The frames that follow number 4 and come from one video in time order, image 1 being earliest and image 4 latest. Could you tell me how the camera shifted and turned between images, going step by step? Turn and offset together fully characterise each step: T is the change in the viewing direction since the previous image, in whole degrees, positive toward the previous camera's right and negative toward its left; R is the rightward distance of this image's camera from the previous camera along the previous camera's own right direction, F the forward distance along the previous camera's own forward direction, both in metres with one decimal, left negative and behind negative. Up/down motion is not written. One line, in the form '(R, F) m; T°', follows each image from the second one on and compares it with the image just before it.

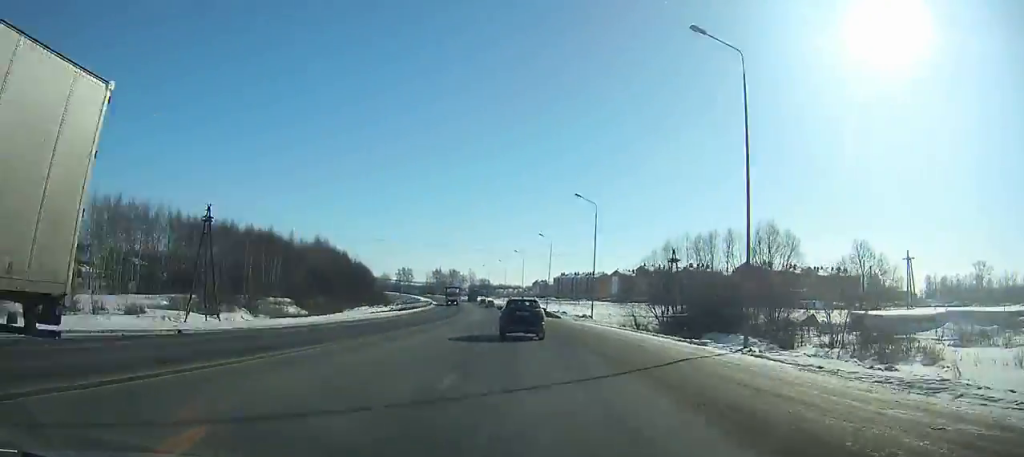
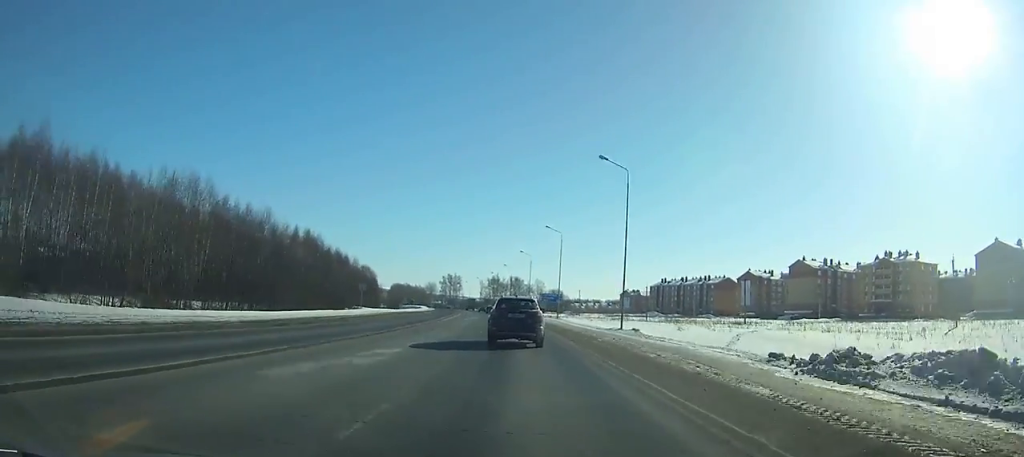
(-8.4, +119.9) m; -8°
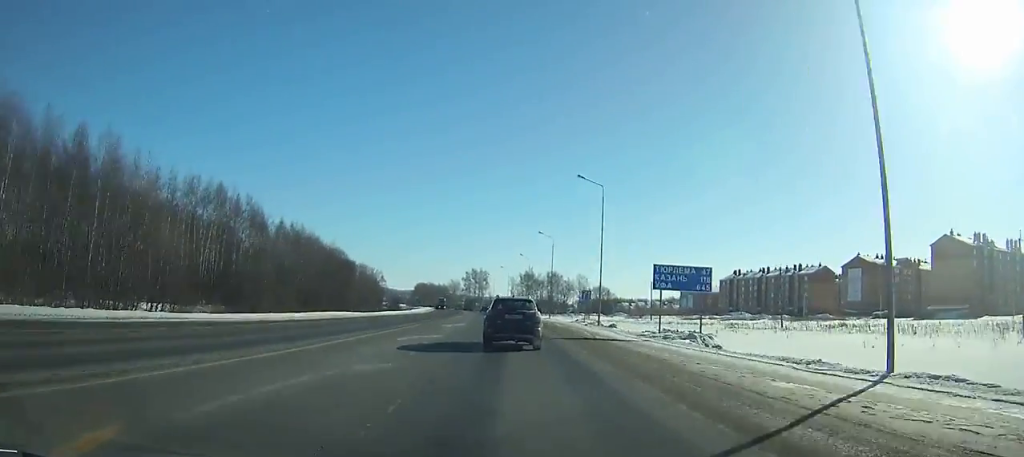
(-2.3, +64.7) m; -4°
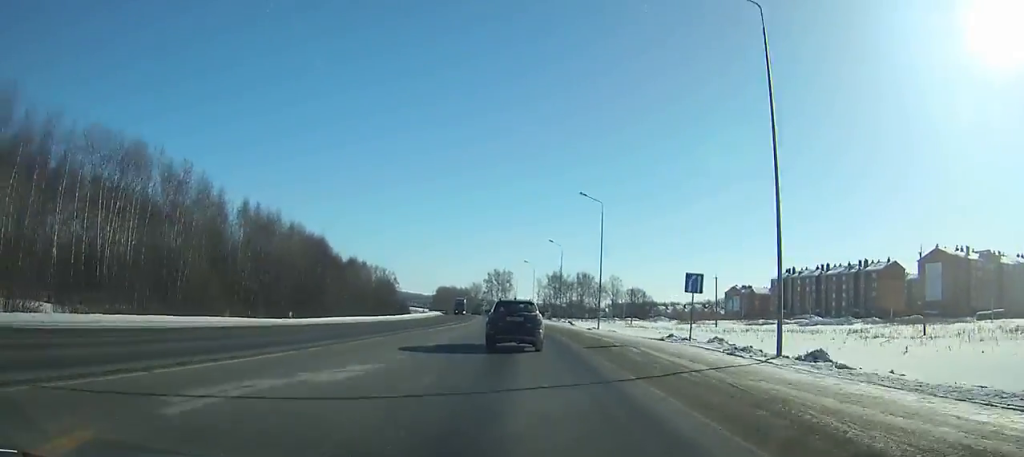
(-0.3, +29.3) m; -1°
